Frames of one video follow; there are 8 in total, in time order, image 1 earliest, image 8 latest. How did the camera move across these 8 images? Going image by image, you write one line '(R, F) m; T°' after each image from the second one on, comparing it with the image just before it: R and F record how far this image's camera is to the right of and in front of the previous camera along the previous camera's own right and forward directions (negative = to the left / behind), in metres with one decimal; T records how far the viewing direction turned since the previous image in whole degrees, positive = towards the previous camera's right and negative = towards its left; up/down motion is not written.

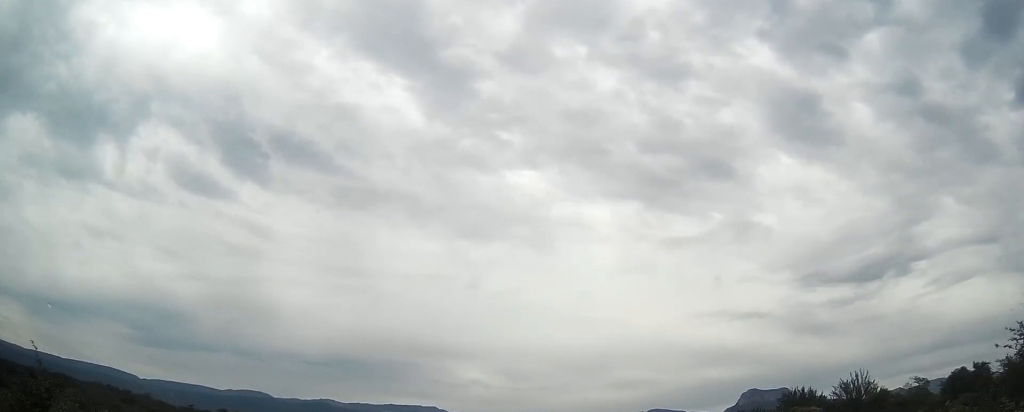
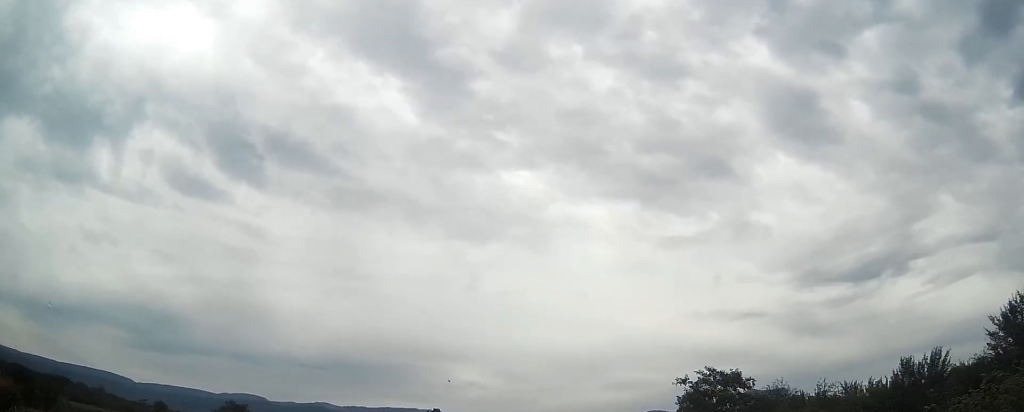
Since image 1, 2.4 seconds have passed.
(+0.1, +51.3) m; 0°
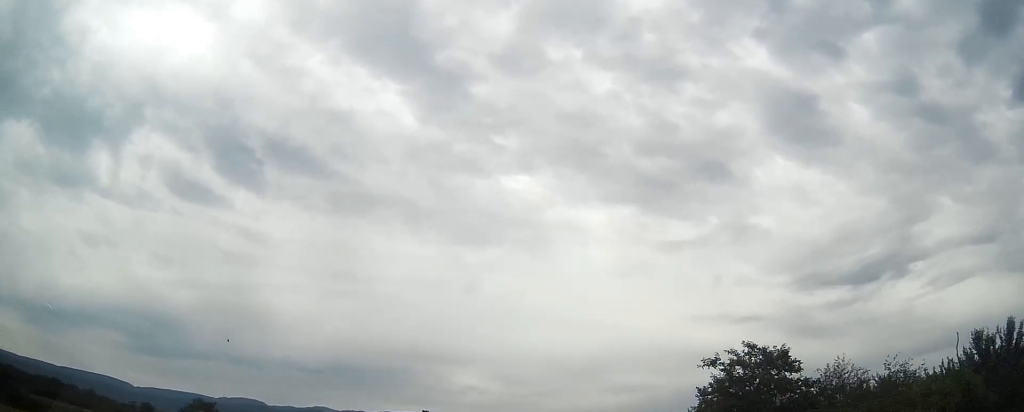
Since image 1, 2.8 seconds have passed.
(0.0, +9.6) m; 0°
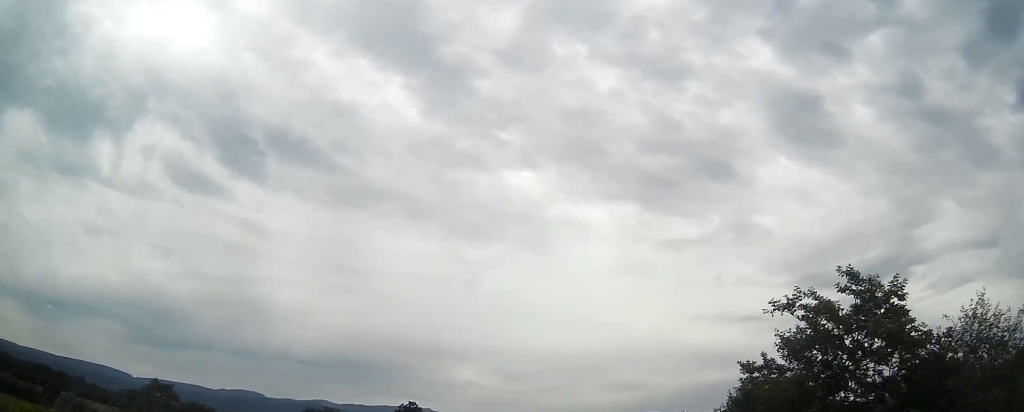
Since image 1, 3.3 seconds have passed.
(0.0, +10.5) m; 0°
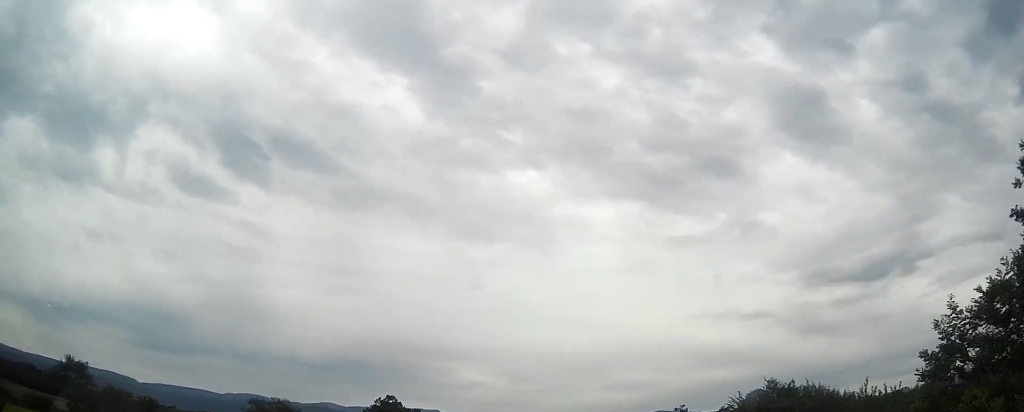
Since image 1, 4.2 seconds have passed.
(0.0, +20.3) m; 0°
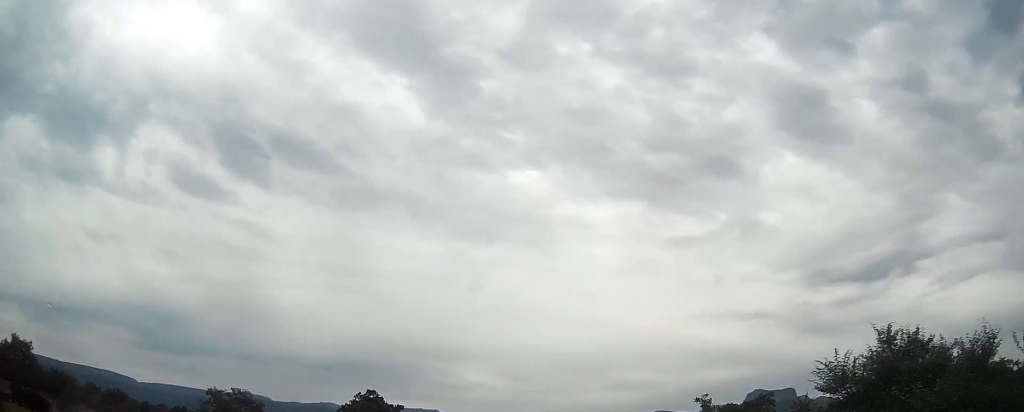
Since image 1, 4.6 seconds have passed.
(0.0, +9.8) m; 0°
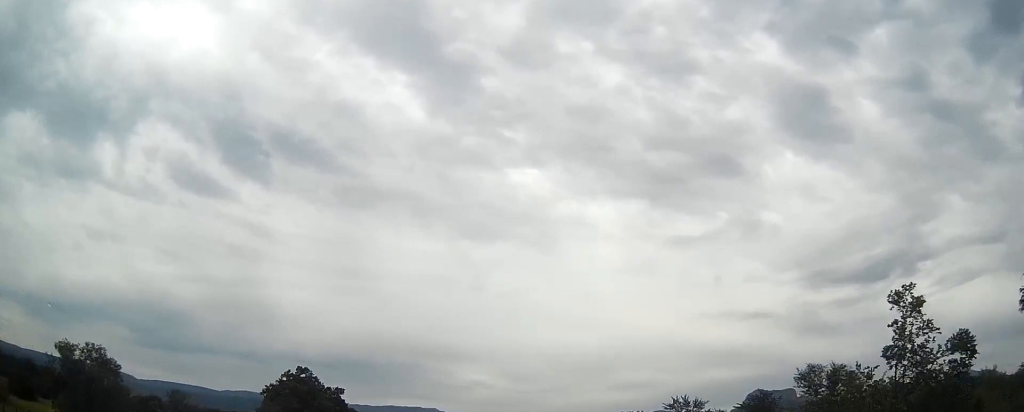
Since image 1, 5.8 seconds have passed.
(+0.1, +26.9) m; 0°
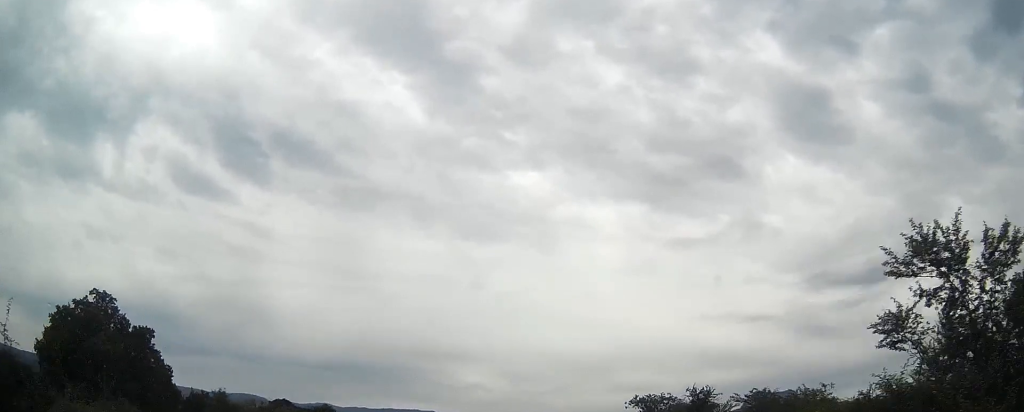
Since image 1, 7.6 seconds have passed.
(-0.5, +41.0) m; -1°
